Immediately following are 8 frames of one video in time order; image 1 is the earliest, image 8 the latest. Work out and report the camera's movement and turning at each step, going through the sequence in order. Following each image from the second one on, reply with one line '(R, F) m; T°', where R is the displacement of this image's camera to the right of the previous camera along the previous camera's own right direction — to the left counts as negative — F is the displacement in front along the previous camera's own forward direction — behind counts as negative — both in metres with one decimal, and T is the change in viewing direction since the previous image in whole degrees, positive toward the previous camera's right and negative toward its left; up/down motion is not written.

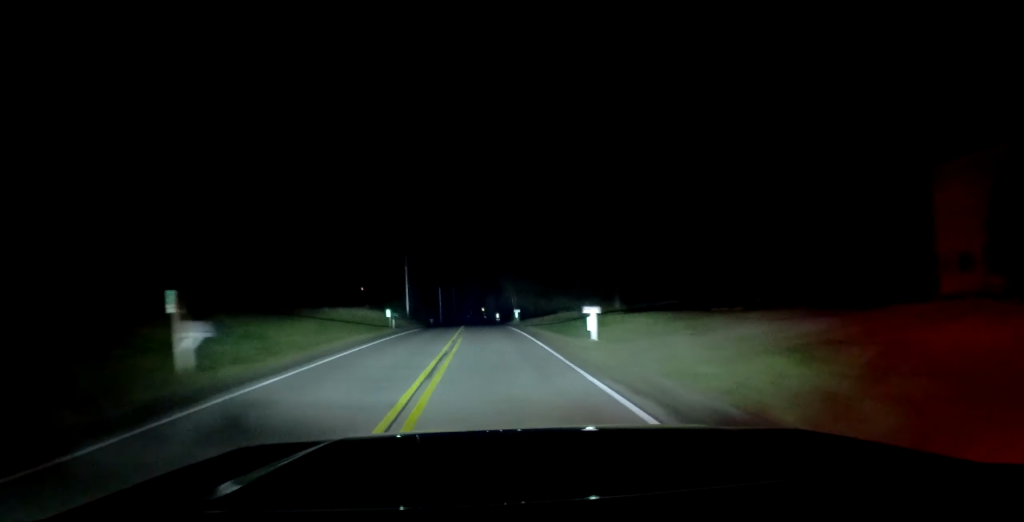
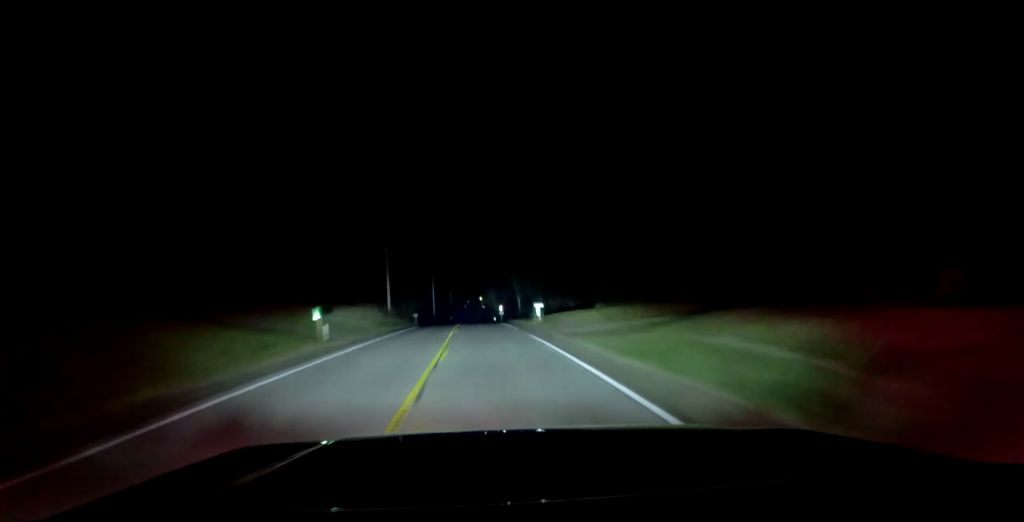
(-0.2, +19.0) m; -1°
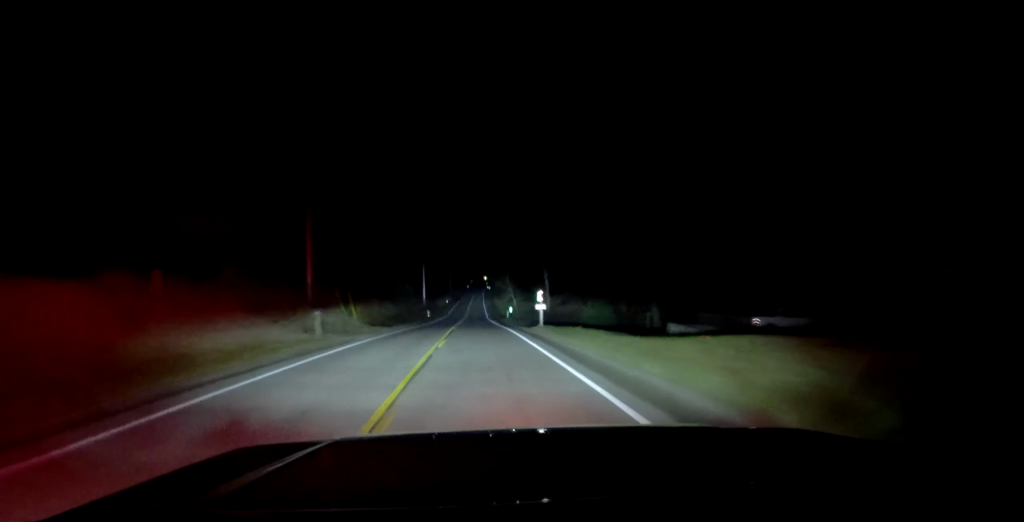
(-1.0, +39.7) m; -2°
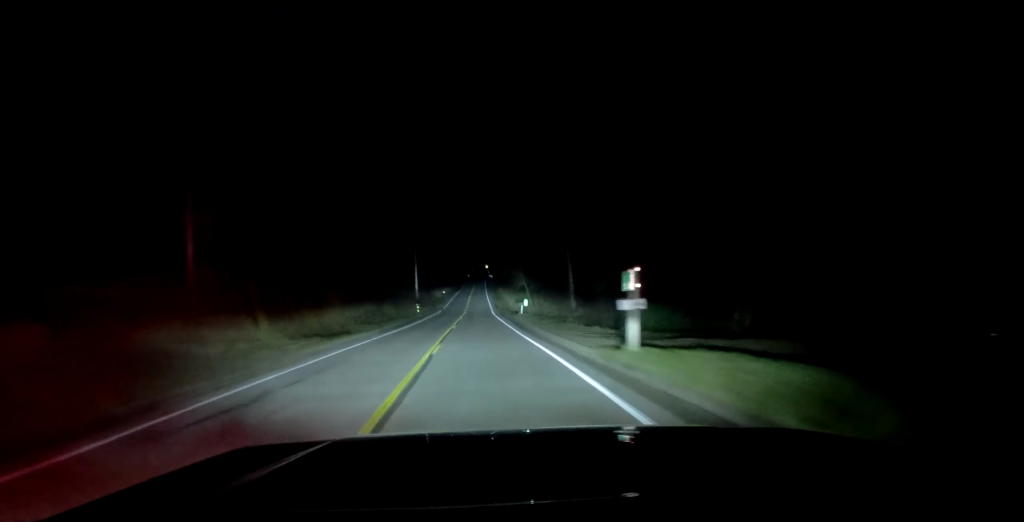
(-0.3, +17.8) m; 0°
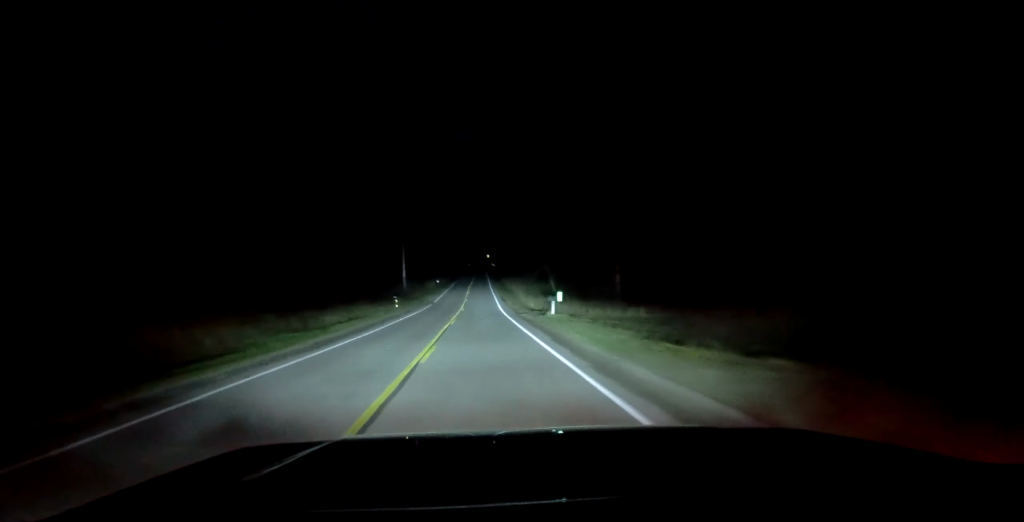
(-0.3, +19.9) m; 0°
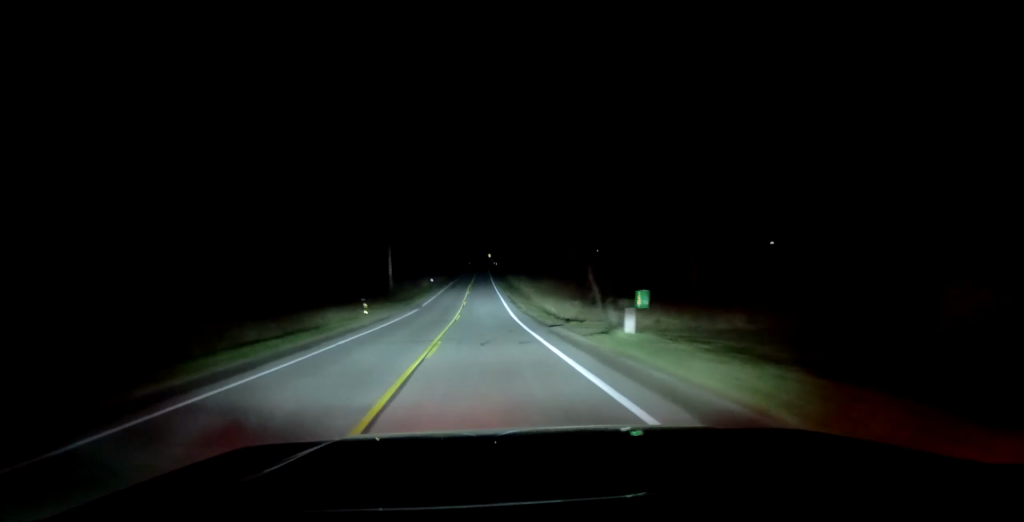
(+0.1, +14.5) m; 0°
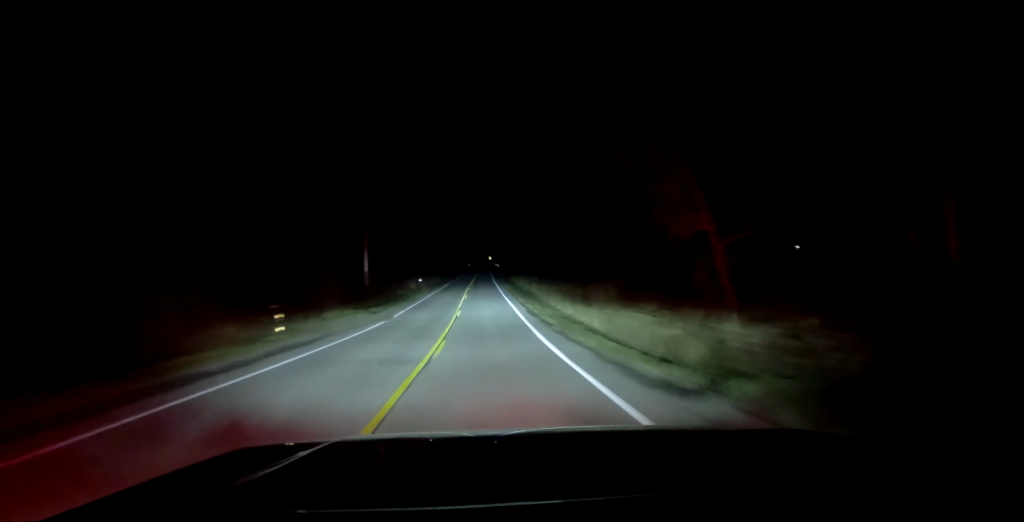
(+0.1, +15.6) m; 0°
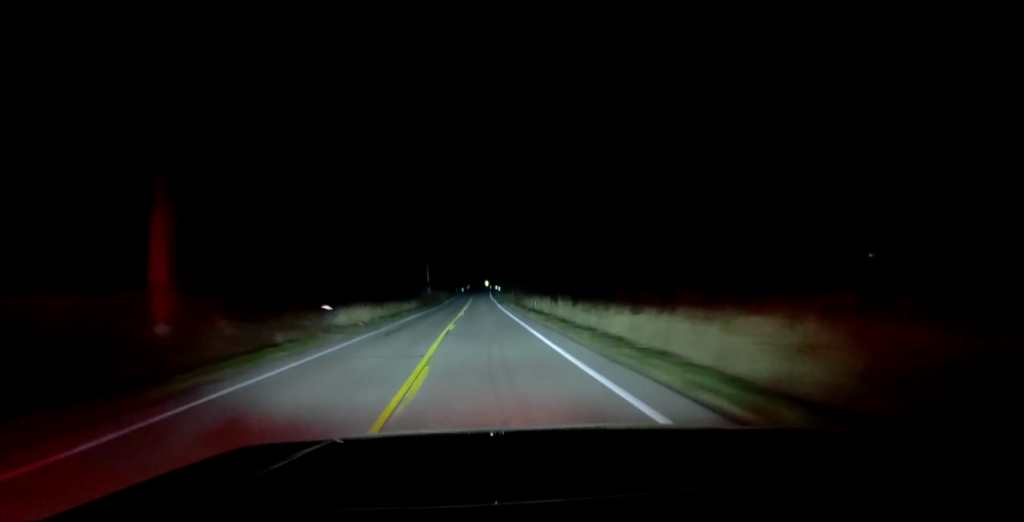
(+0.2, +36.3) m; +1°
